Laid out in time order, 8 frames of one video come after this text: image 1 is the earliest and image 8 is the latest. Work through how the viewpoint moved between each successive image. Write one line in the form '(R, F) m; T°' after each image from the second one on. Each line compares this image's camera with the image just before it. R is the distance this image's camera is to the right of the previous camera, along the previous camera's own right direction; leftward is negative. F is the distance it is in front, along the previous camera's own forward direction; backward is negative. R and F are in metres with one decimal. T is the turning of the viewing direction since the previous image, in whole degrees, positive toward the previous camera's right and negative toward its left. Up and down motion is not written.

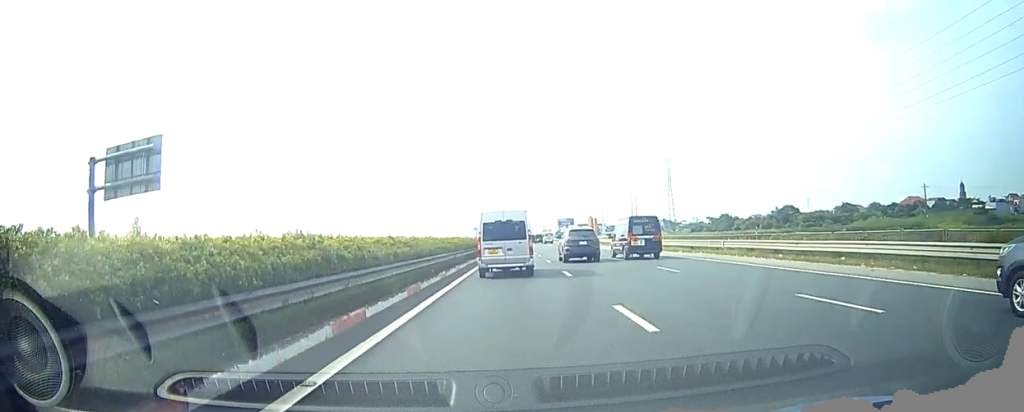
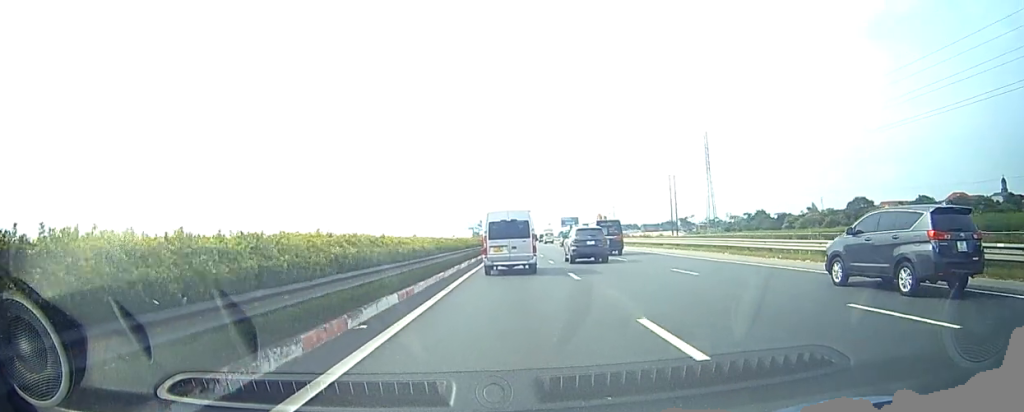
(0.0, +48.2) m; 0°
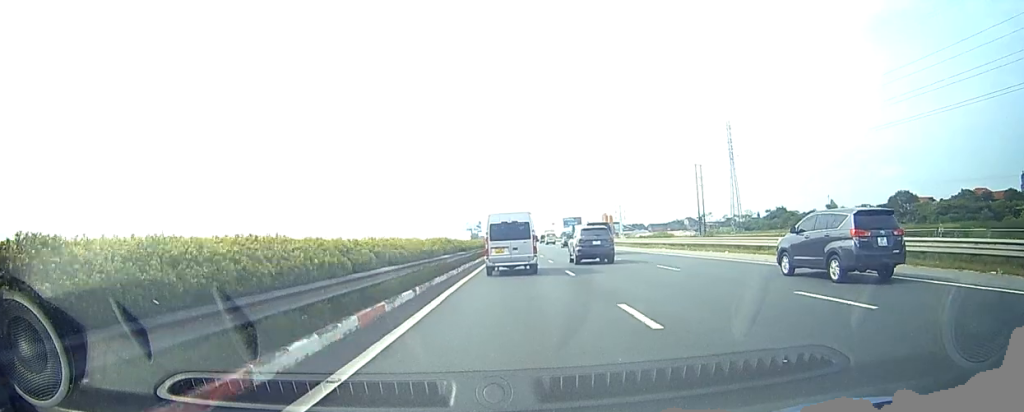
(0.0, +20.5) m; -1°
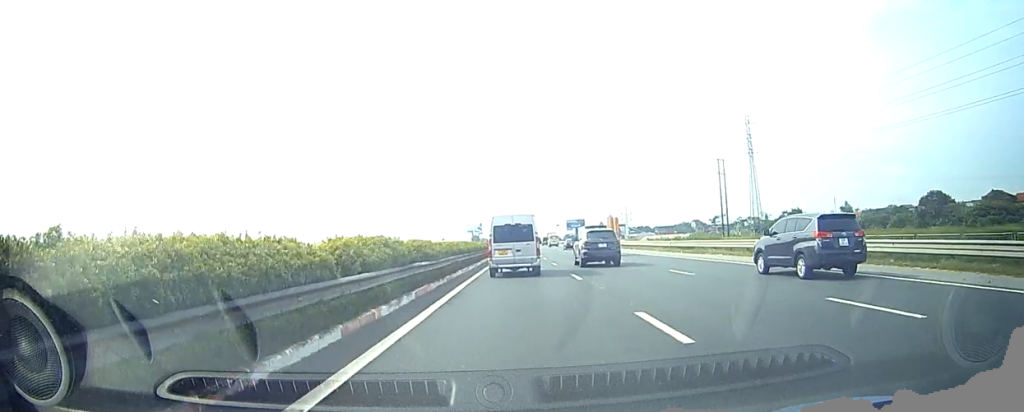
(+0.1, +12.5) m; -1°
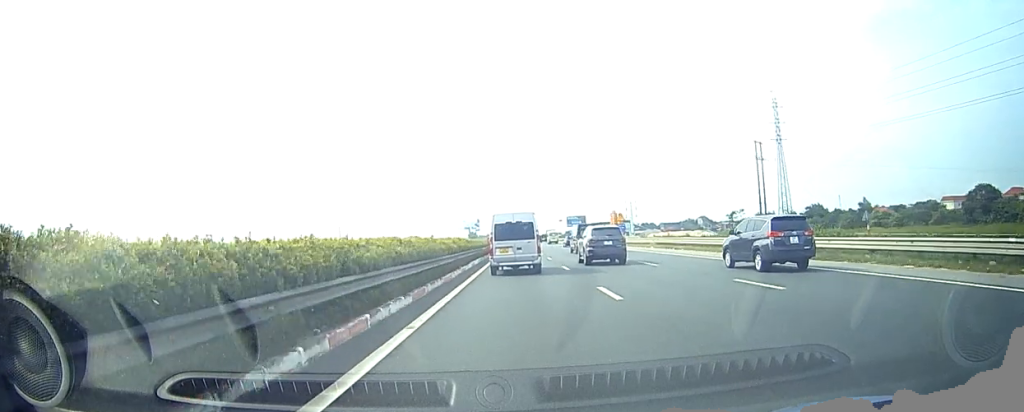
(-0.3, +19.2) m; -1°
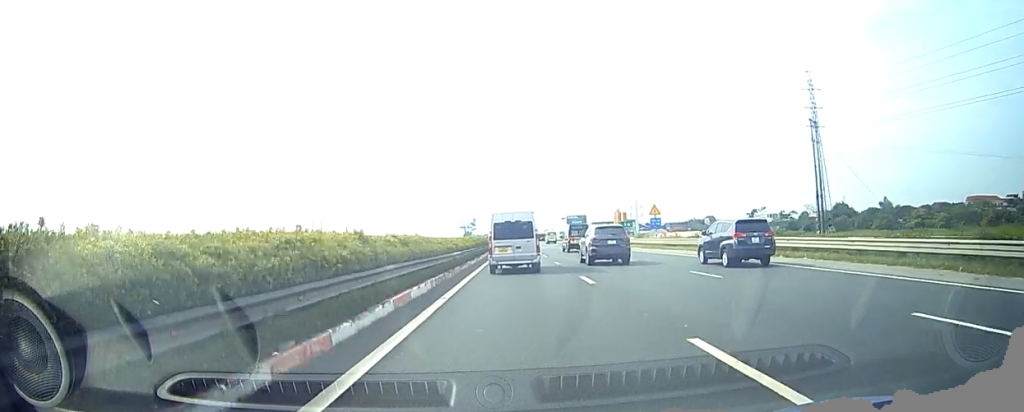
(0.0, +19.3) m; 0°
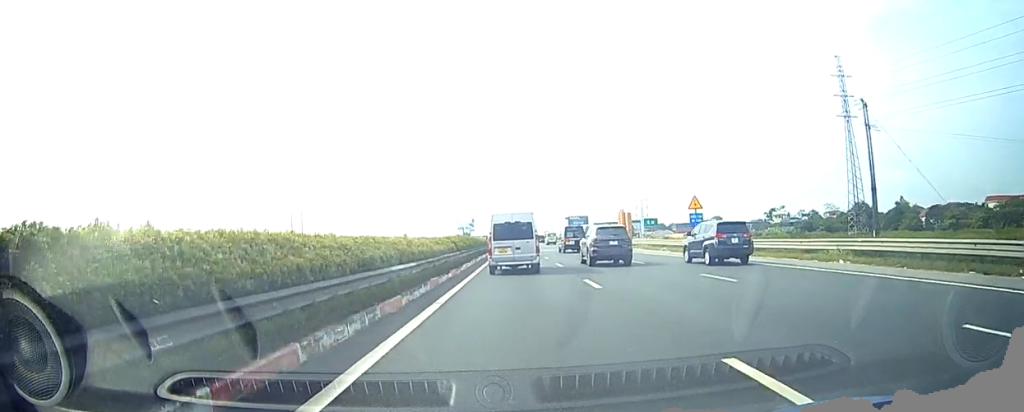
(+0.1, +12.9) m; 0°
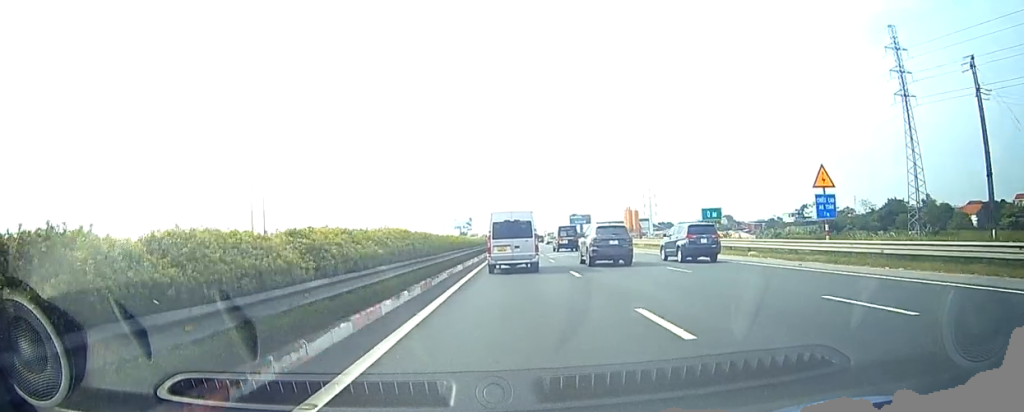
(+0.2, +19.5) m; +1°
